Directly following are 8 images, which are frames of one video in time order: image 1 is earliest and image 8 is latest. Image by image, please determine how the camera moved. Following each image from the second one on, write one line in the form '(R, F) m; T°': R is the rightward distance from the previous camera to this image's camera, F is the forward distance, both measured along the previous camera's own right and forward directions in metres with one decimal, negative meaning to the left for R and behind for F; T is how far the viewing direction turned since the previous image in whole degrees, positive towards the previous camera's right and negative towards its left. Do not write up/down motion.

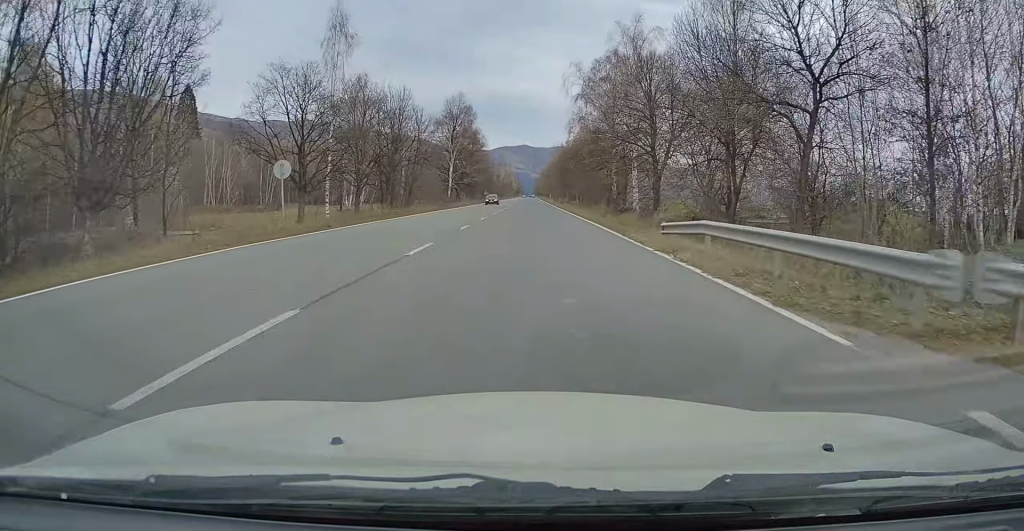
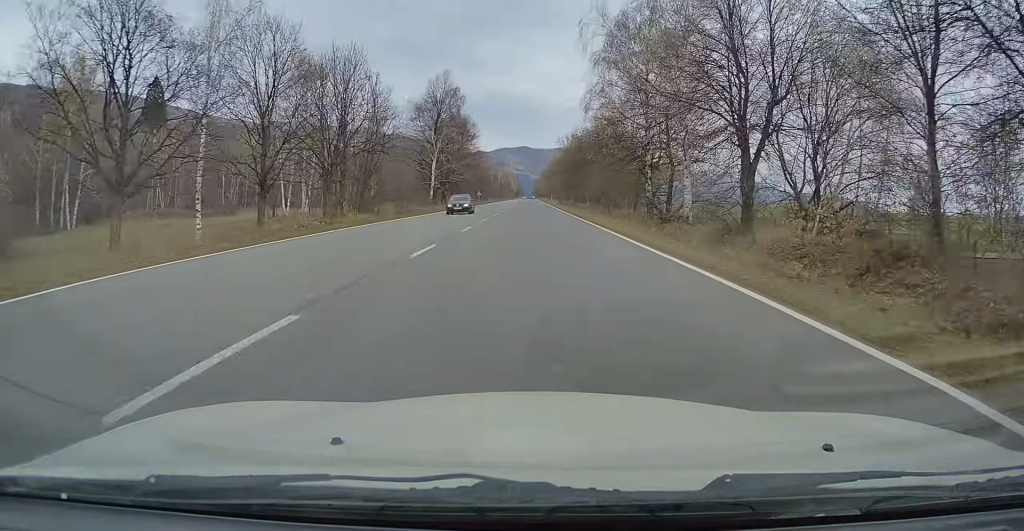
(-0.2, +18.7) m; 0°
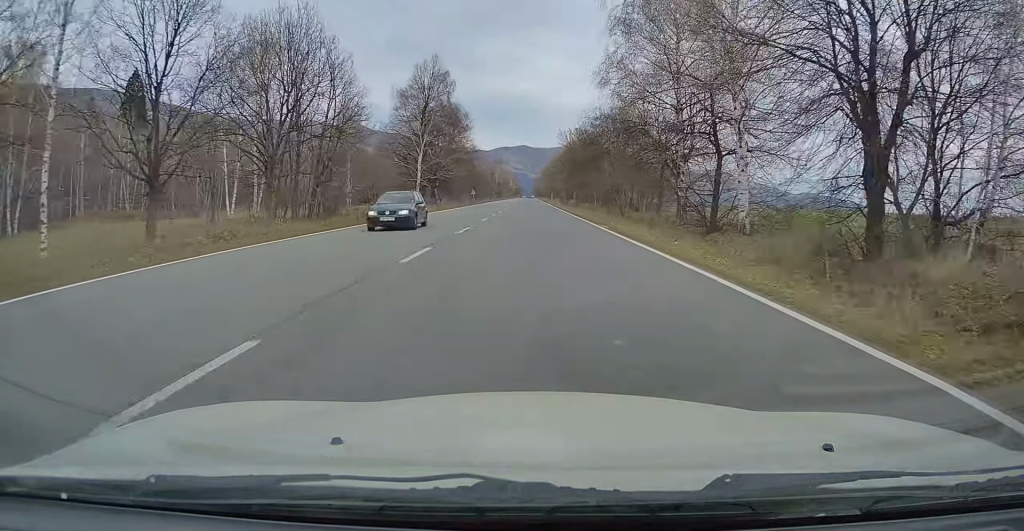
(+0.1, +10.2) m; 0°
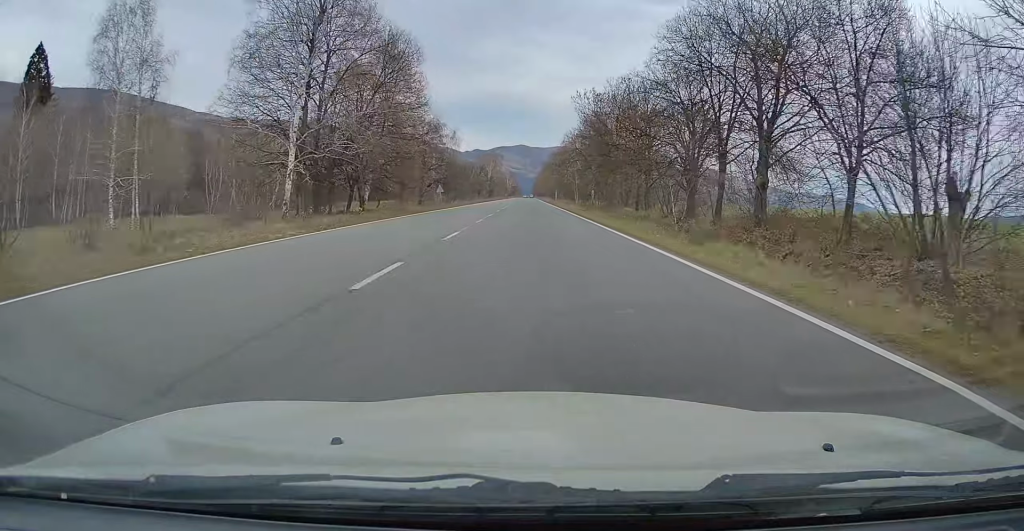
(+0.6, +40.0) m; 0°
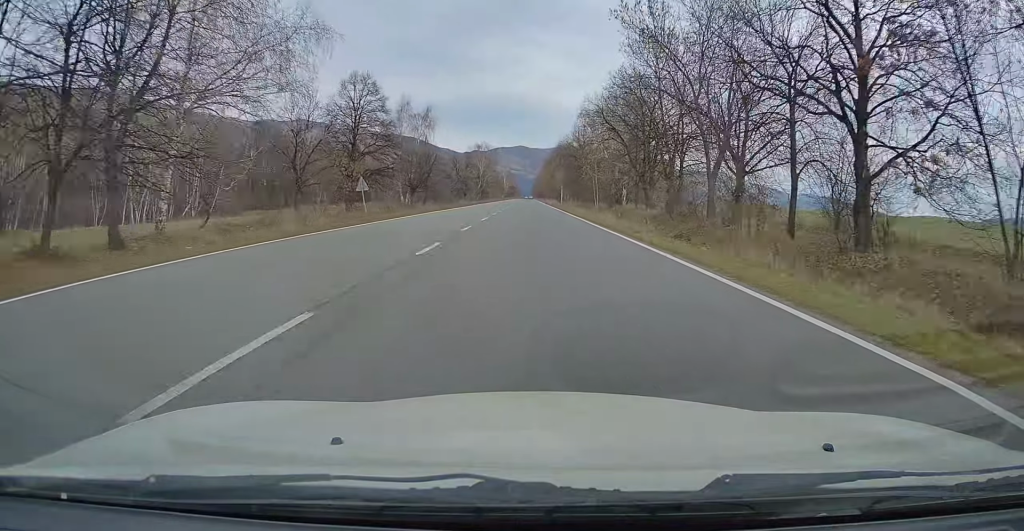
(-0.5, +32.4) m; 0°
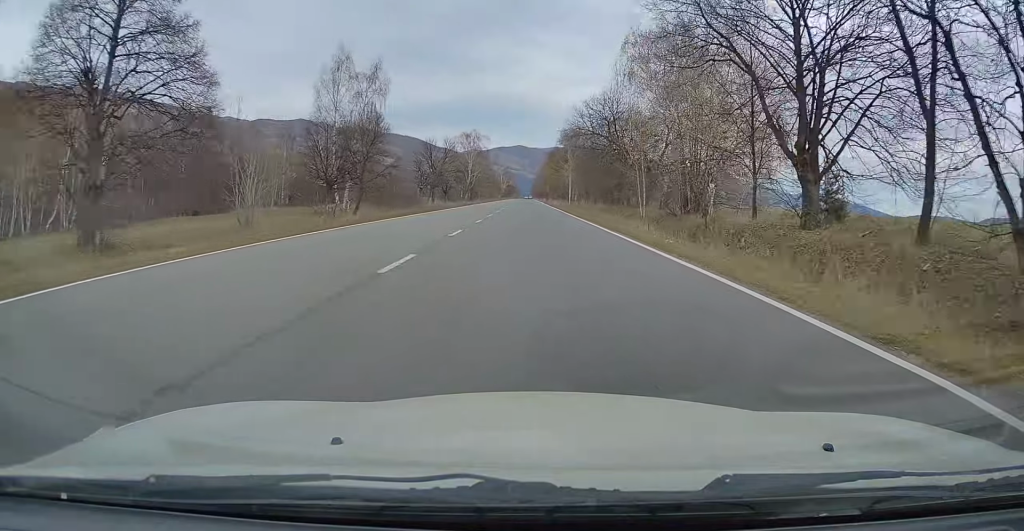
(+0.3, +30.7) m; 0°
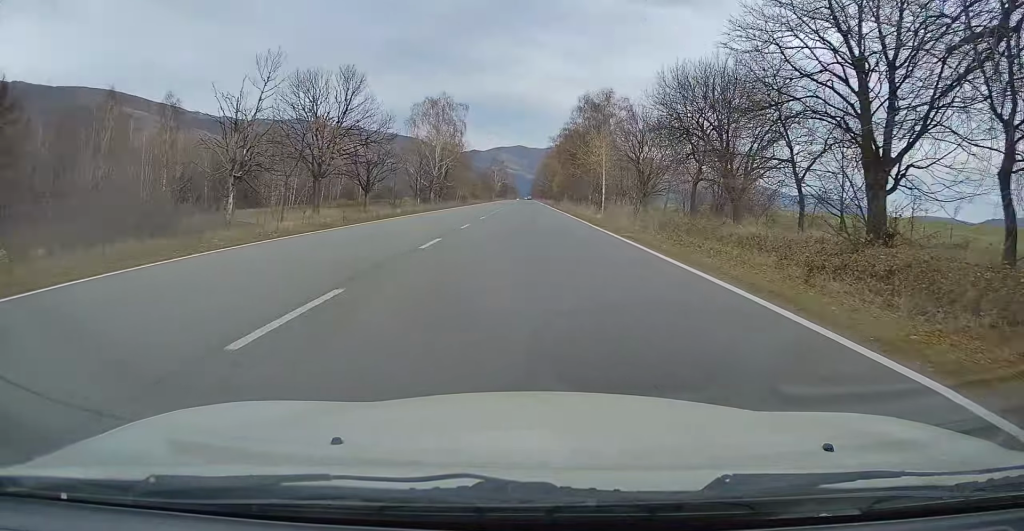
(+0.1, +50.5) m; 0°
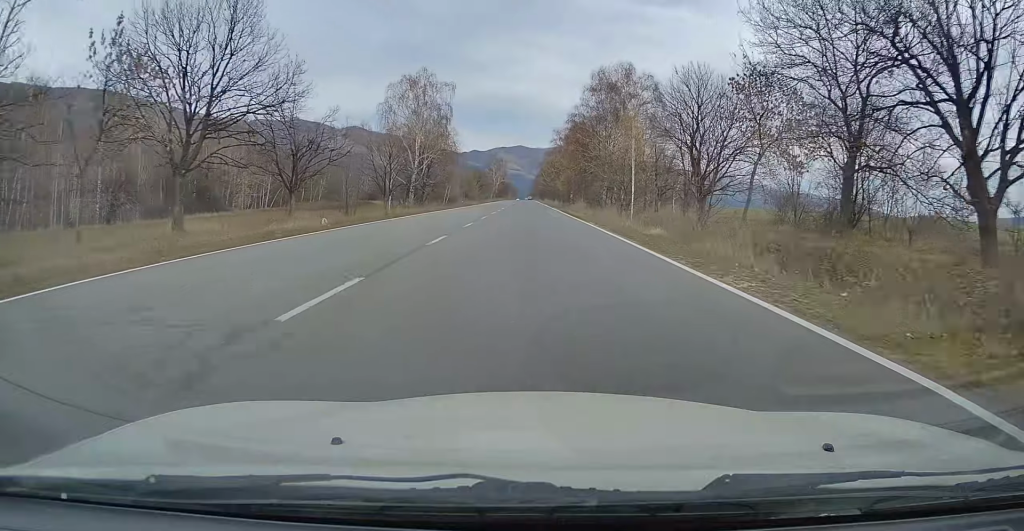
(-0.4, +17.1) m; 0°
